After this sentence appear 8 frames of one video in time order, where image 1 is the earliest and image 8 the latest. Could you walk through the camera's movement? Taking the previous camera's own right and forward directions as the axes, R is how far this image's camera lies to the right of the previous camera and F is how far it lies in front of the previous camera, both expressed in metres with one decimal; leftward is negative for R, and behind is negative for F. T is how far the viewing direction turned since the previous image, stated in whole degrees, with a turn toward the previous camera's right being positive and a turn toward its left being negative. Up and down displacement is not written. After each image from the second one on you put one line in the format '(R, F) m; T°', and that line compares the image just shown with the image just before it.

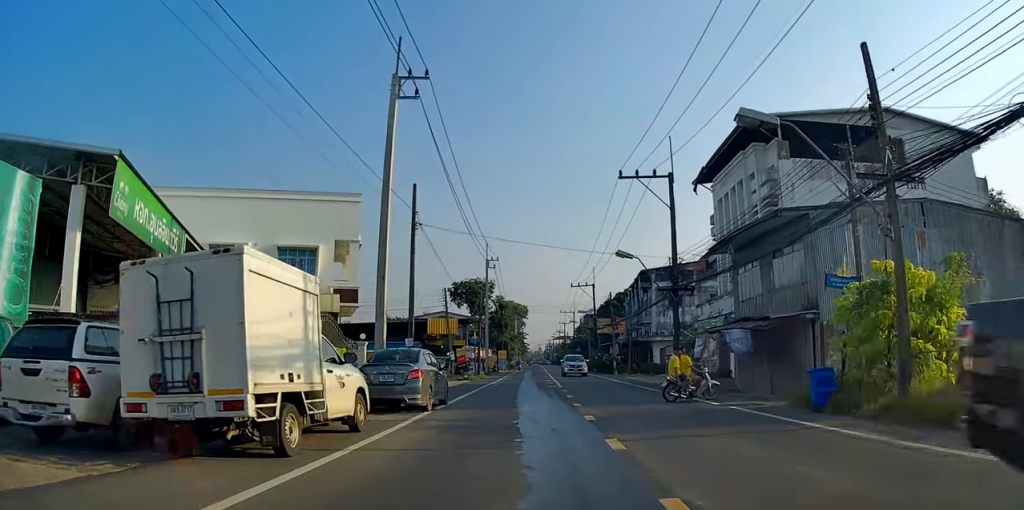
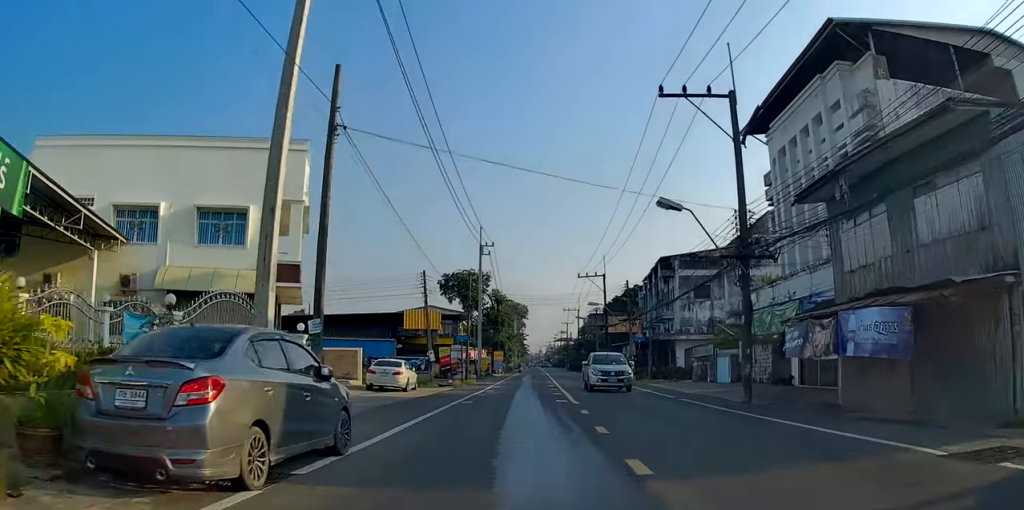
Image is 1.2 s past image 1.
(-0.2, +10.1) m; -1°
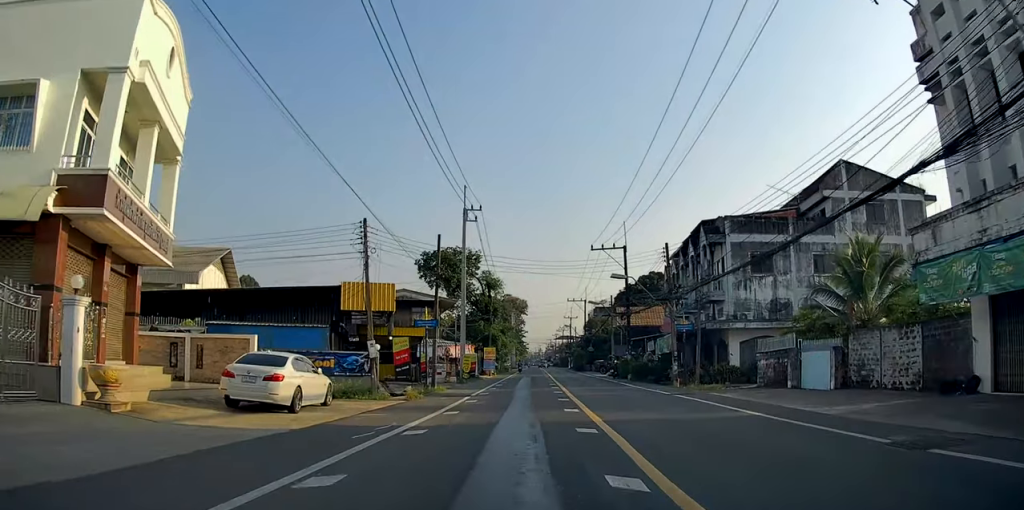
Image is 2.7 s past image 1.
(+0.8, +14.1) m; +2°
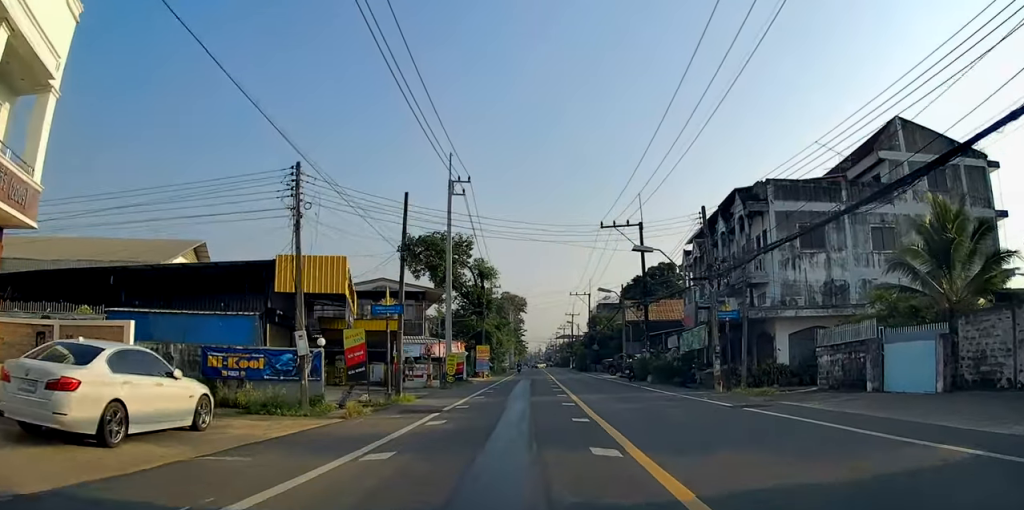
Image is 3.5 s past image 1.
(-0.4, +7.3) m; -4°
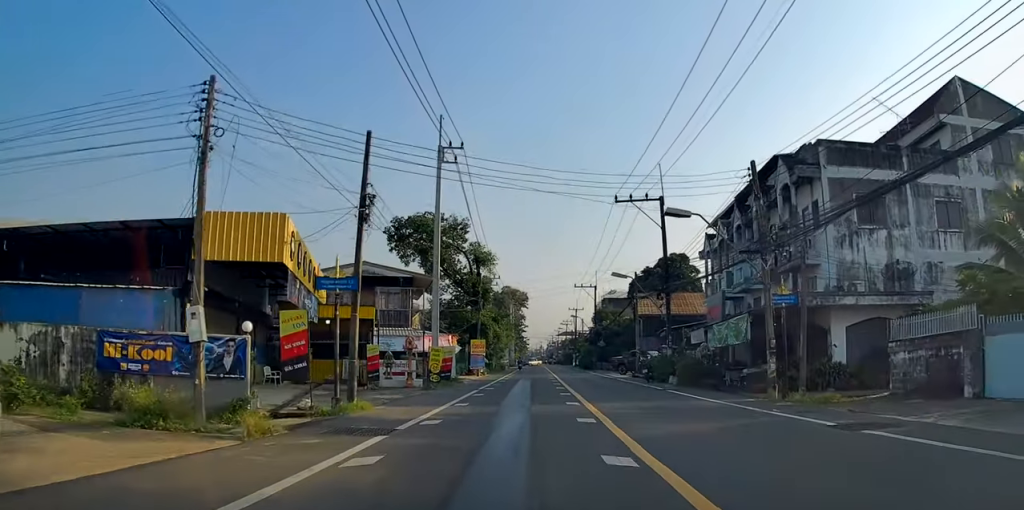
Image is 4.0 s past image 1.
(-0.2, +5.7) m; -2°
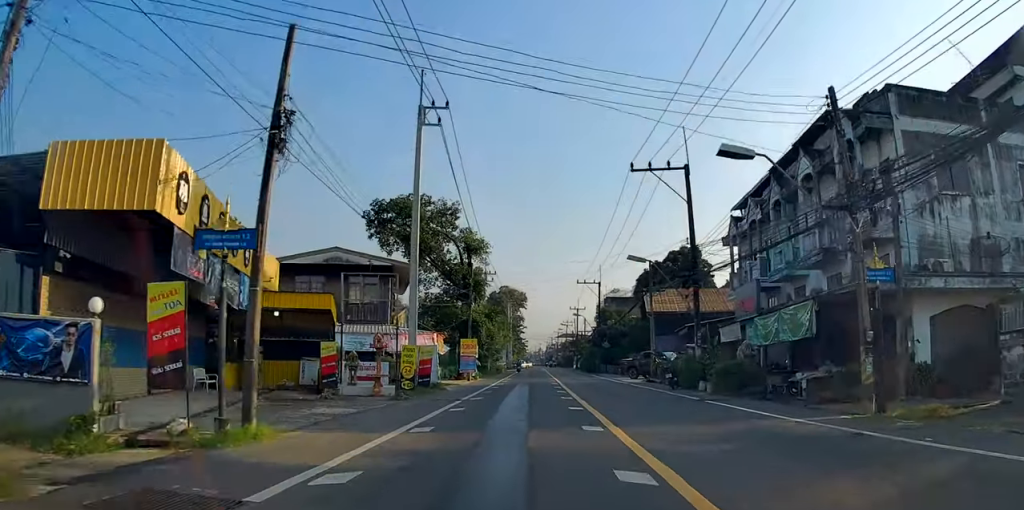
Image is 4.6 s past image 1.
(-0.2, +6.0) m; +2°
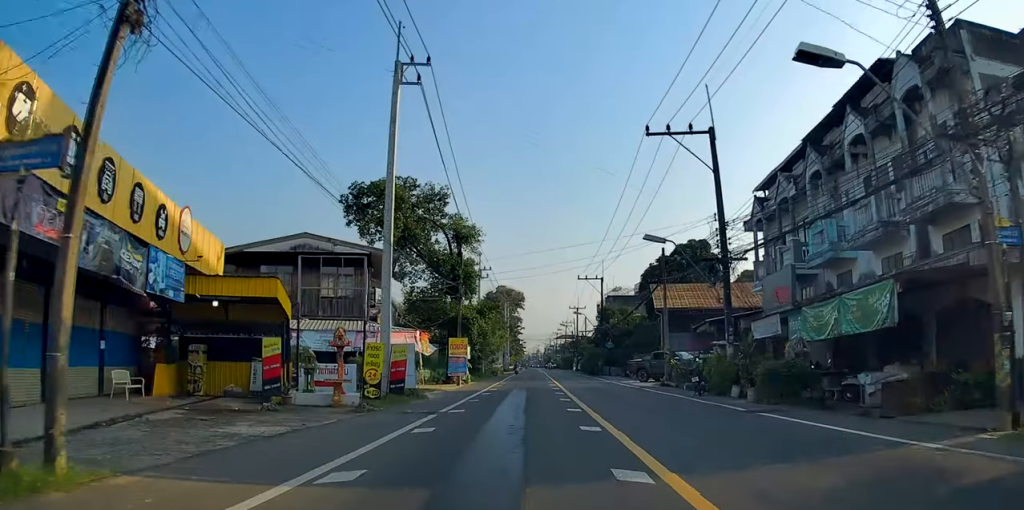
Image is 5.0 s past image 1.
(0.0, +4.7) m; +2°
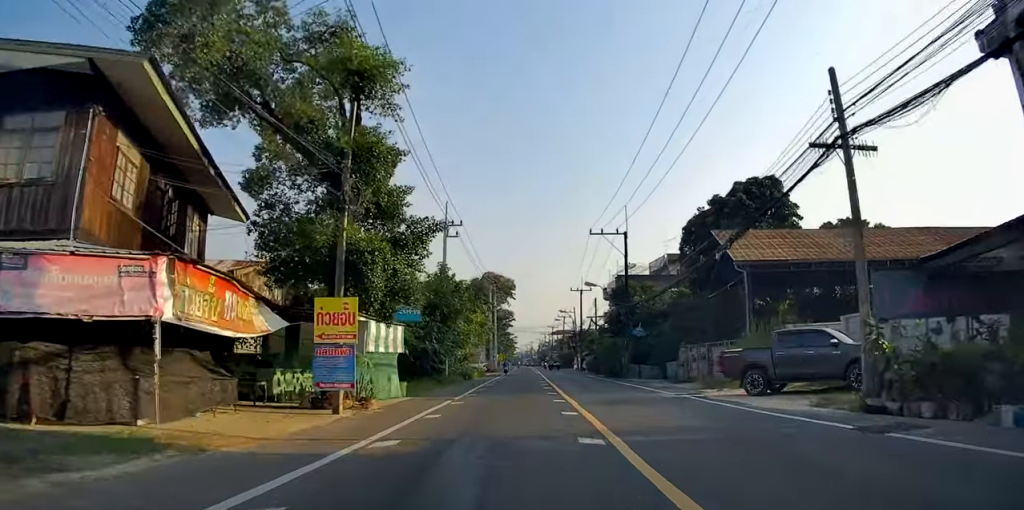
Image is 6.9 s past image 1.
(+2.3, +21.6) m; +5°
